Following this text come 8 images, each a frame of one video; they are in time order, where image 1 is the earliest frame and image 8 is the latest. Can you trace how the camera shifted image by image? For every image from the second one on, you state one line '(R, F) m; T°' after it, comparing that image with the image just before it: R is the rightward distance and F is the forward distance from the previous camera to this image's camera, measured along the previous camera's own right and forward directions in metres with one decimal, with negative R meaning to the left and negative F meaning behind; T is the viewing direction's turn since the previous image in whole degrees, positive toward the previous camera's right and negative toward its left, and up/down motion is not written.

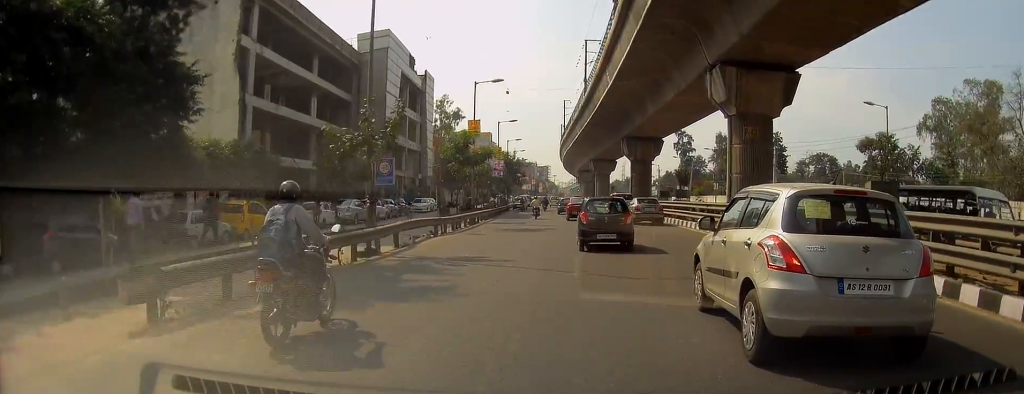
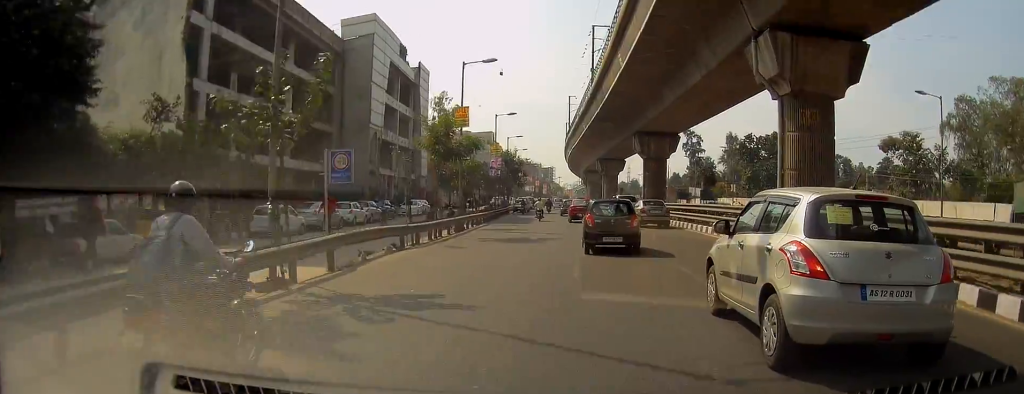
(0.0, +5.6) m; -1°
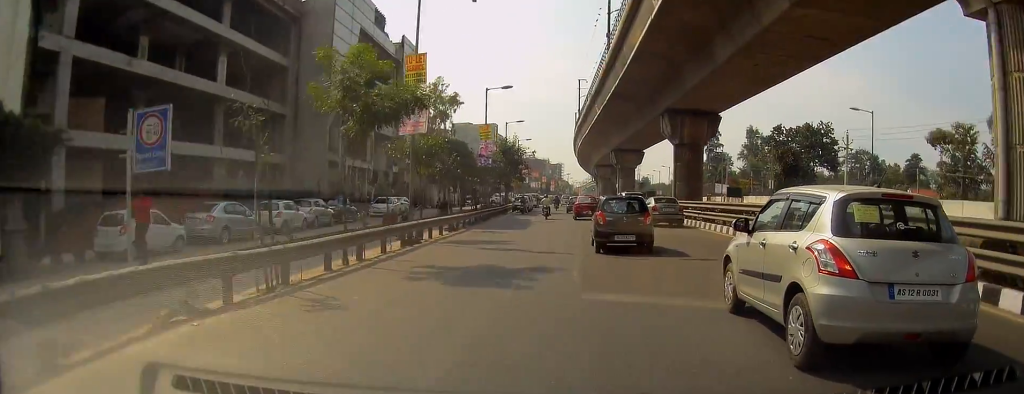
(-0.1, +10.5) m; -1°
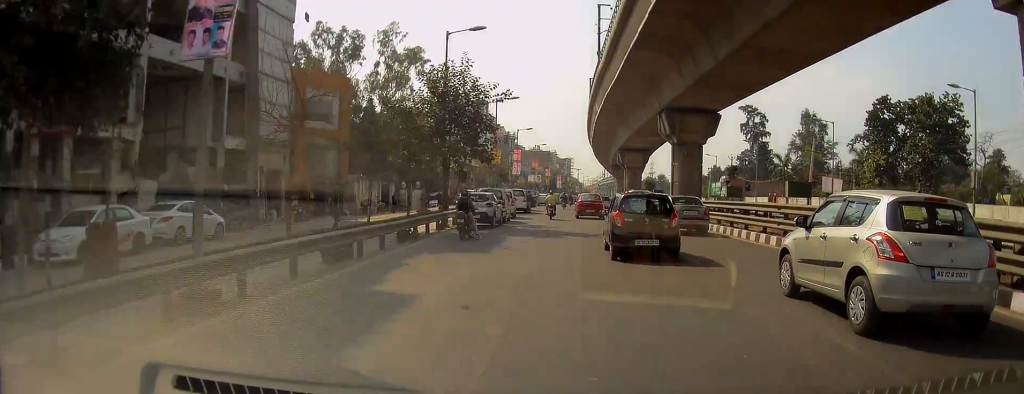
(-0.5, +31.3) m; -1°
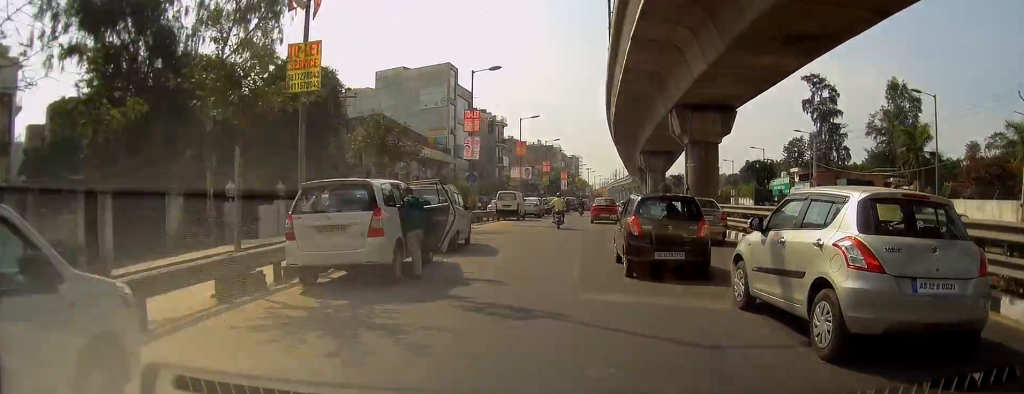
(-0.2, +35.7) m; -1°
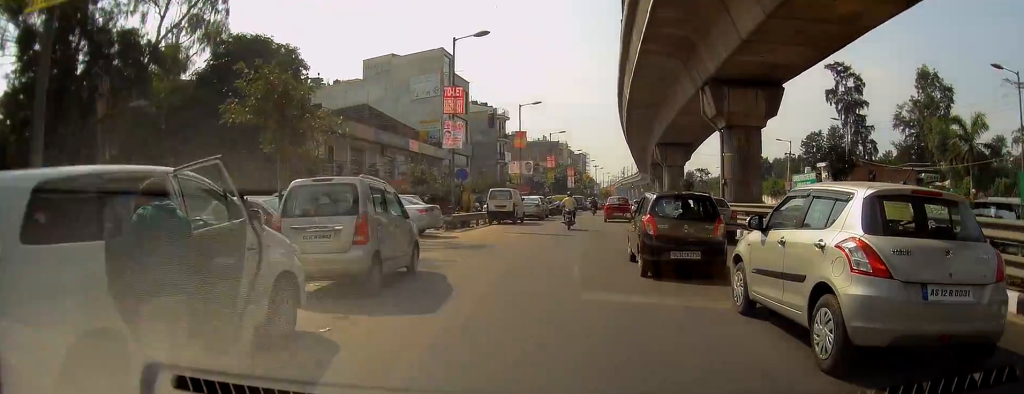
(-0.1, +7.6) m; 0°
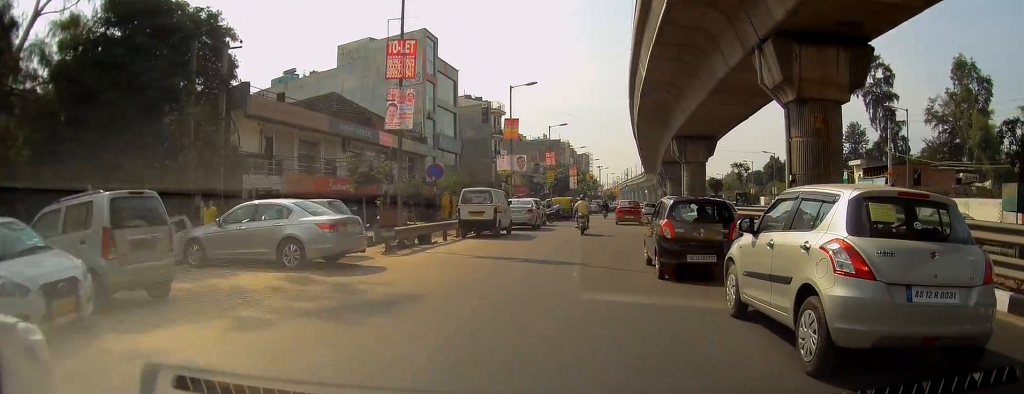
(0.0, +9.5) m; 0°
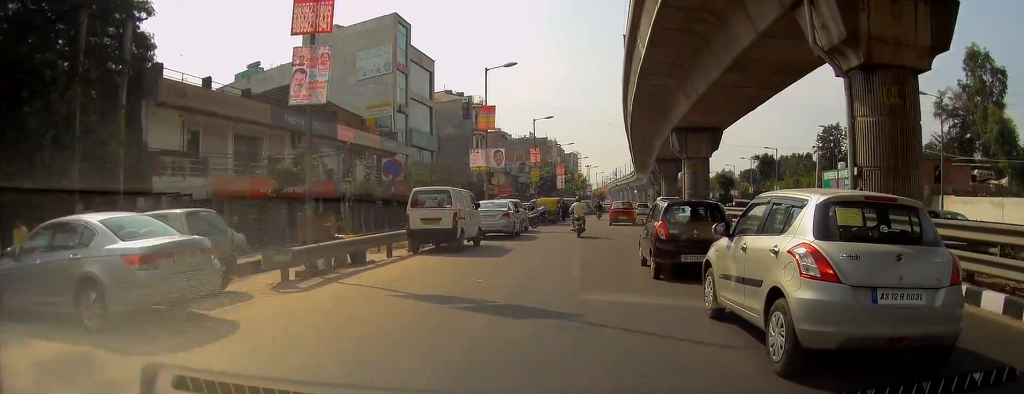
(+0.1, +6.1) m; 0°
